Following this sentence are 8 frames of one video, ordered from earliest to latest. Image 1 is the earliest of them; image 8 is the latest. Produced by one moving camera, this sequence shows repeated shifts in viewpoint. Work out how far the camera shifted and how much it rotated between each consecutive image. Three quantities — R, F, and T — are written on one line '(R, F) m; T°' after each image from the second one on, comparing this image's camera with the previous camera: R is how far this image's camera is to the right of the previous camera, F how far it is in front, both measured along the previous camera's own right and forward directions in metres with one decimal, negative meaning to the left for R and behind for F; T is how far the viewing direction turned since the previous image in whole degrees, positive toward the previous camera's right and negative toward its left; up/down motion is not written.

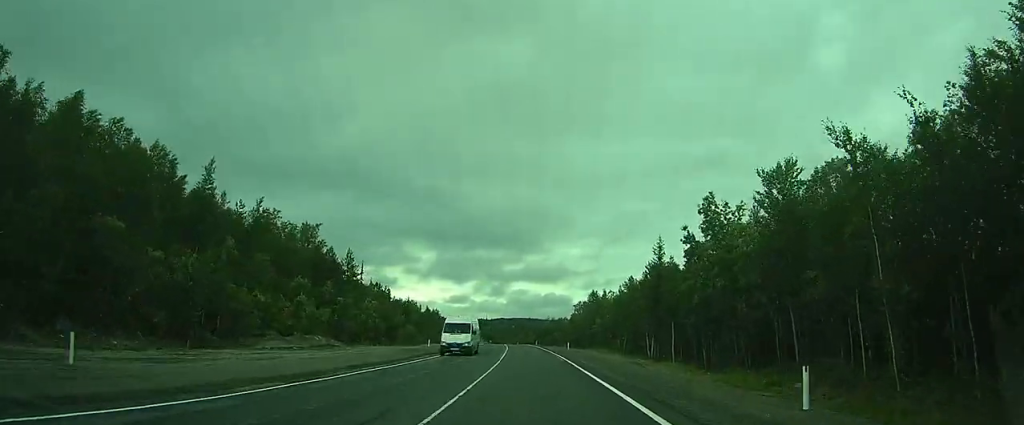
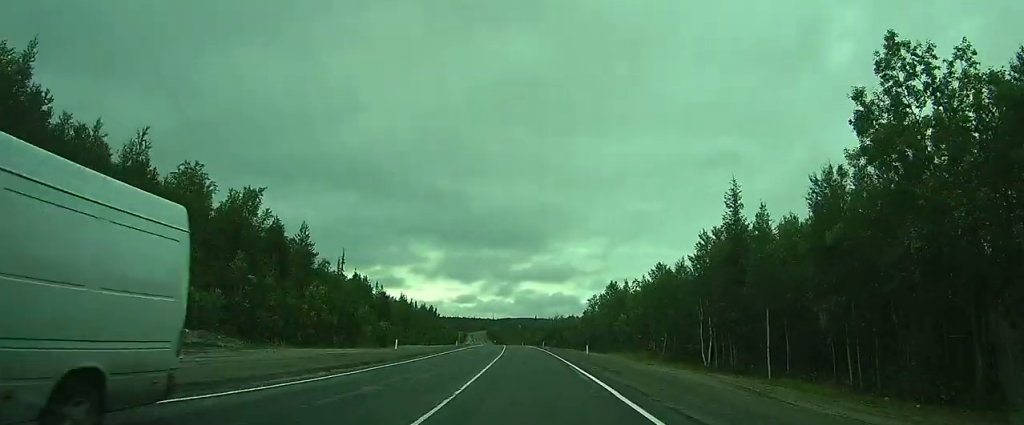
(0.0, +17.6) m; 0°
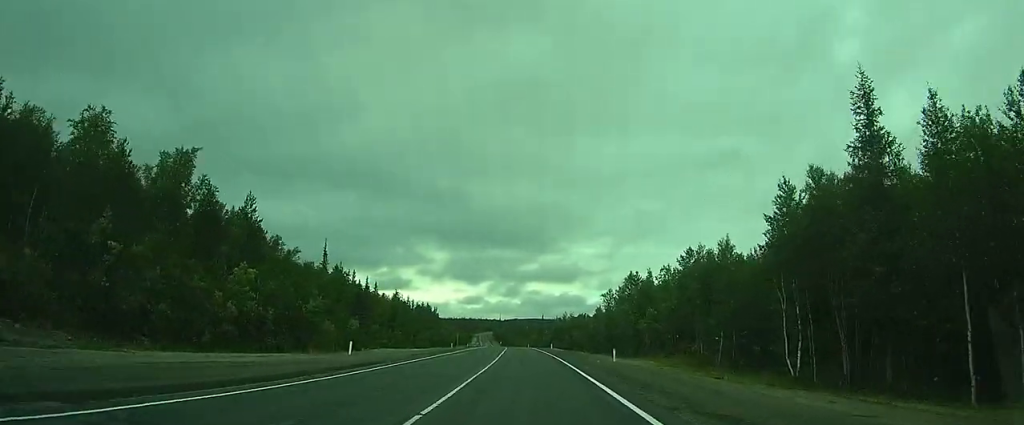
(0.0, +13.2) m; 0°
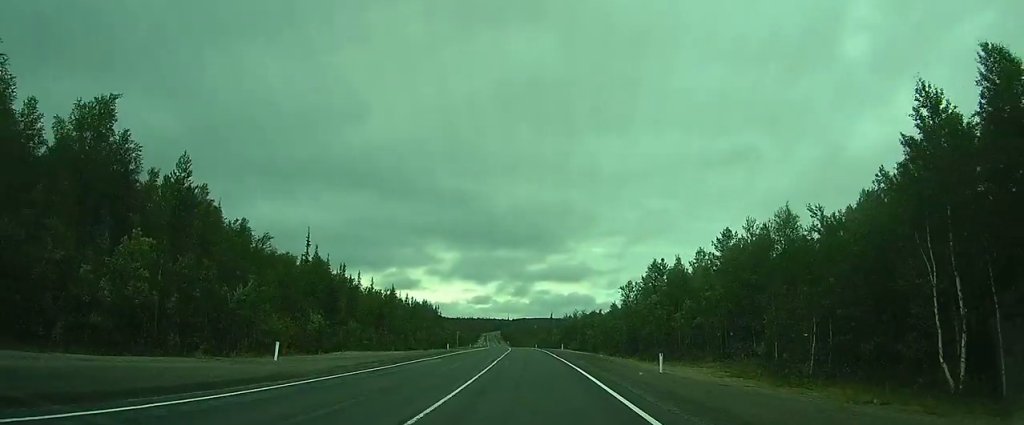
(0.0, +11.0) m; 0°
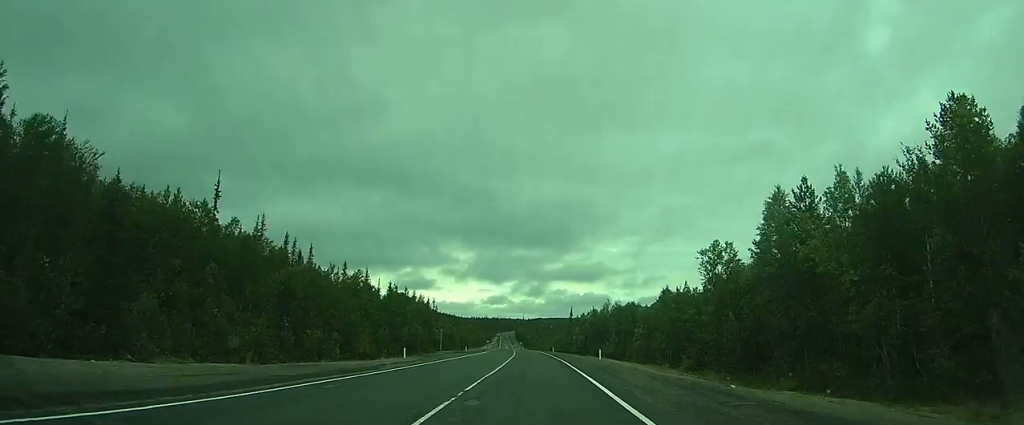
(0.0, +31.4) m; 0°
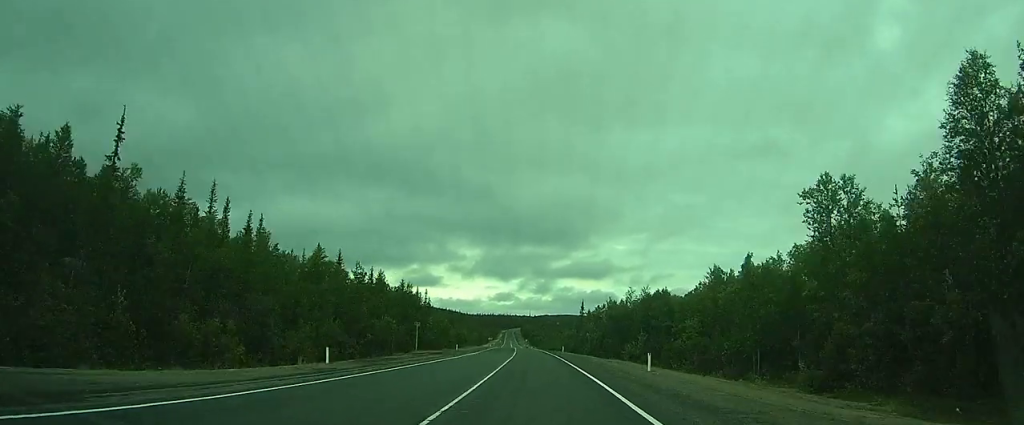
(0.0, +17.4) m; 0°
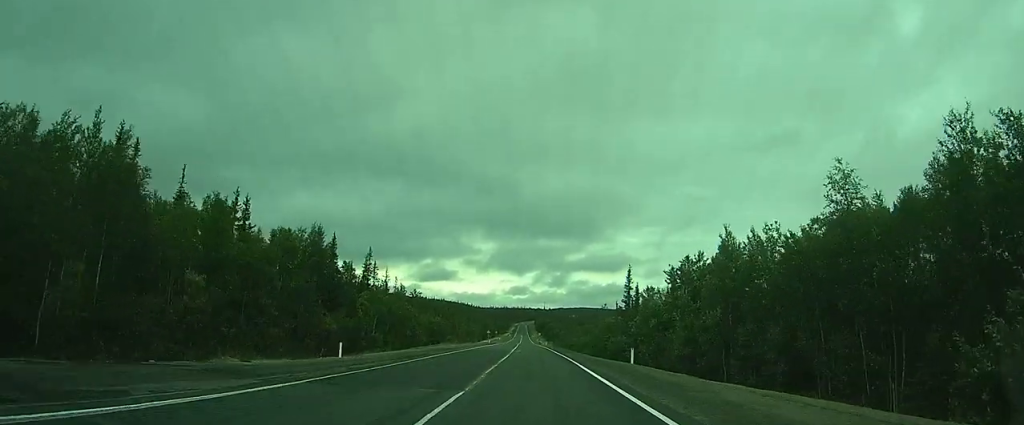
(-2.6, +50.3) m; -8°
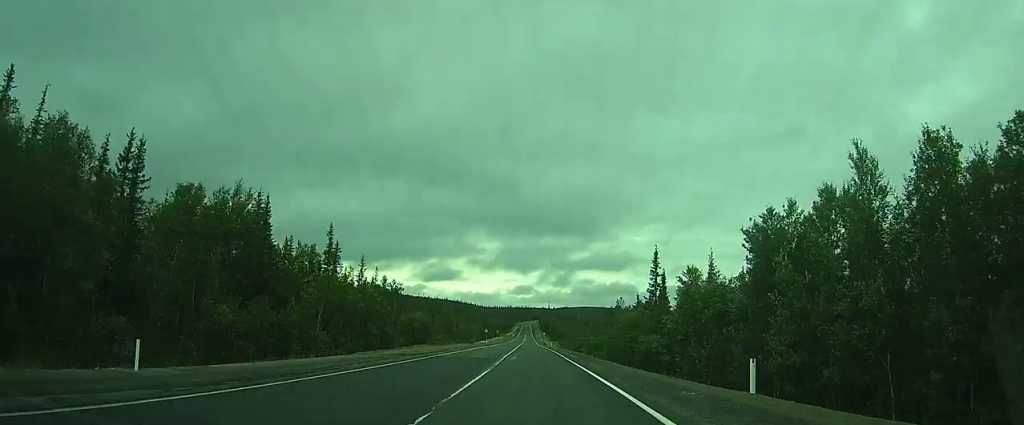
(-0.2, +15.7) m; -1°
